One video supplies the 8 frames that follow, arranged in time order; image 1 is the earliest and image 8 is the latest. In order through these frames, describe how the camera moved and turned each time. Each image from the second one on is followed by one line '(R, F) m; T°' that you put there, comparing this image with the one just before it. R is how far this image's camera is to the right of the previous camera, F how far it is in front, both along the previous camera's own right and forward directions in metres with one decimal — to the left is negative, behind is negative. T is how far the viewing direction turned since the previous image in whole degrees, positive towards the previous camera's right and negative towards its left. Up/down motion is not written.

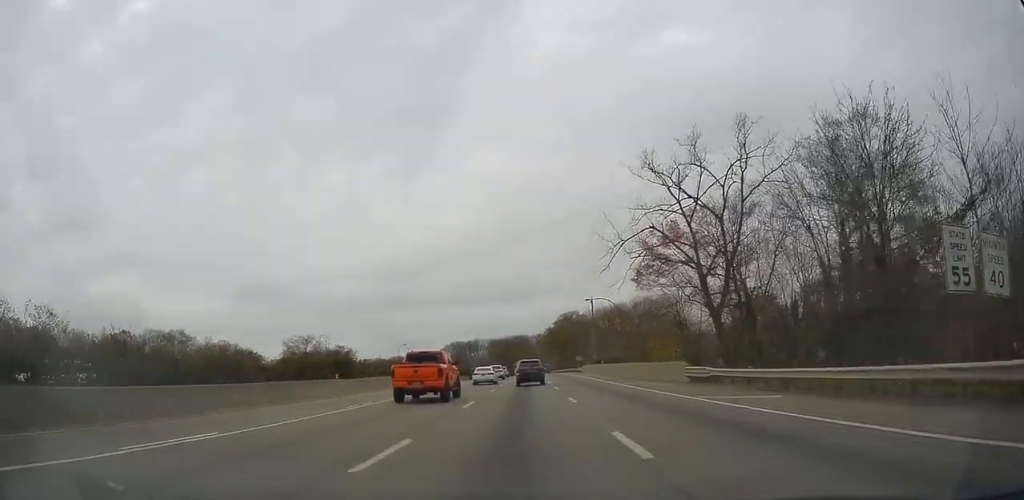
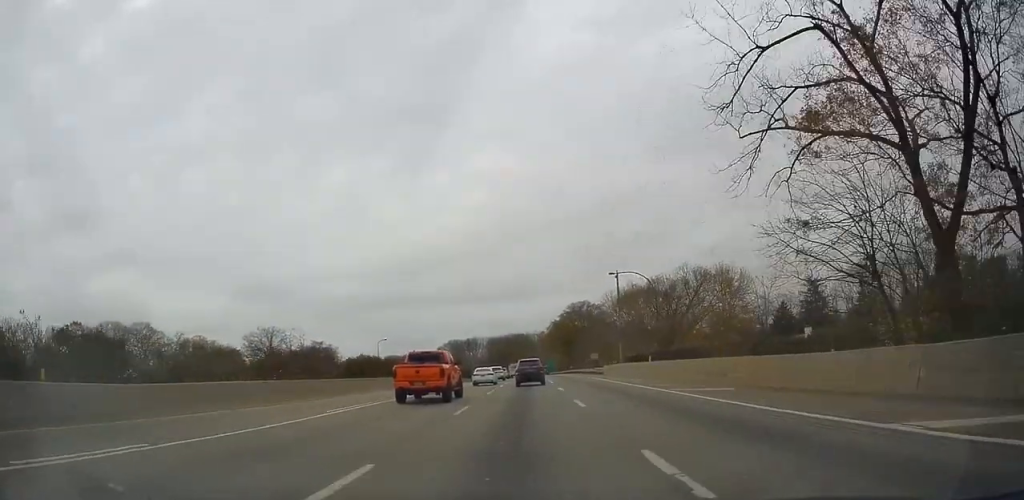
(0.0, +26.7) m; 0°
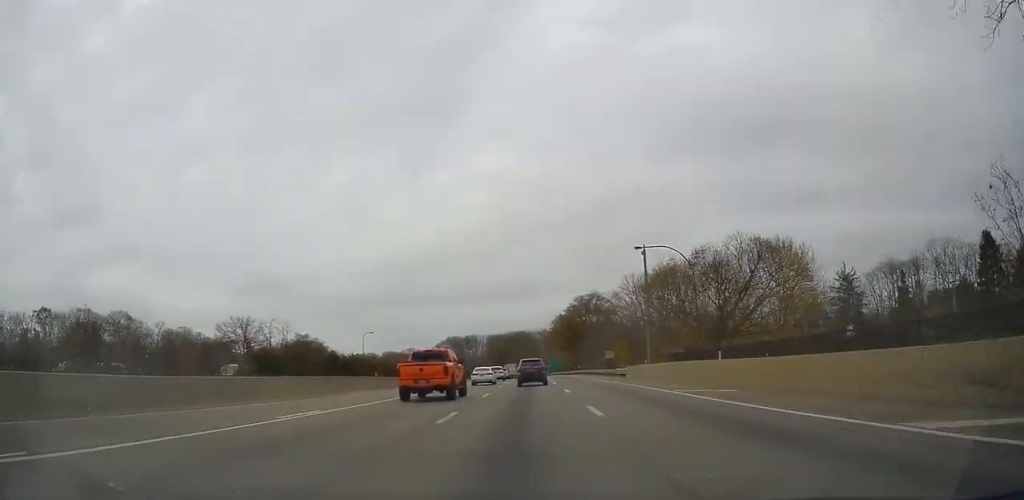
(0.0, +15.6) m; 0°
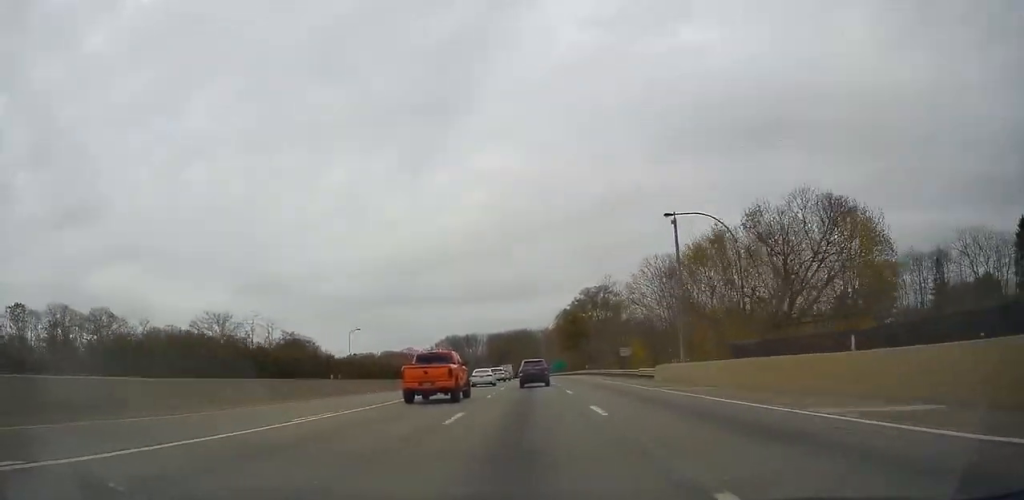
(0.0, +12.0) m; 0°
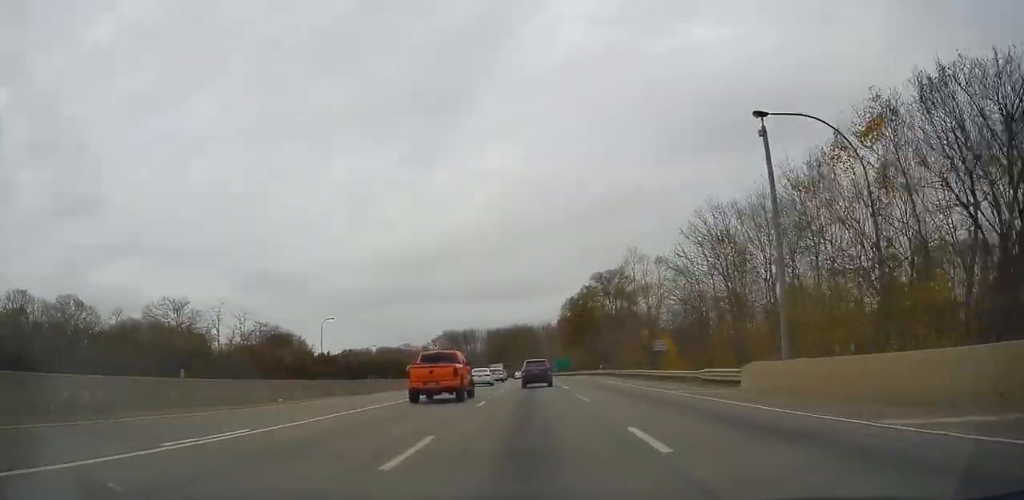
(0.0, +18.4) m; 0°
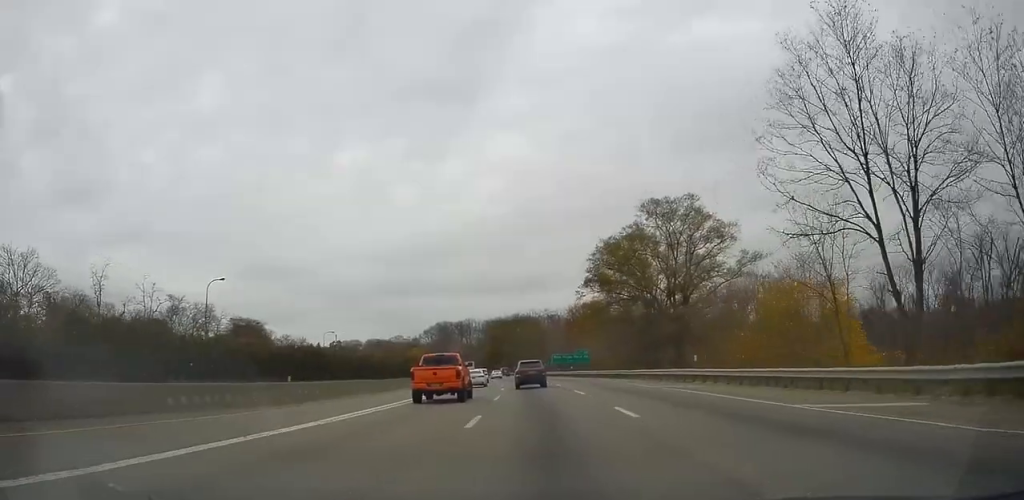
(0.0, +44.0) m; -1°
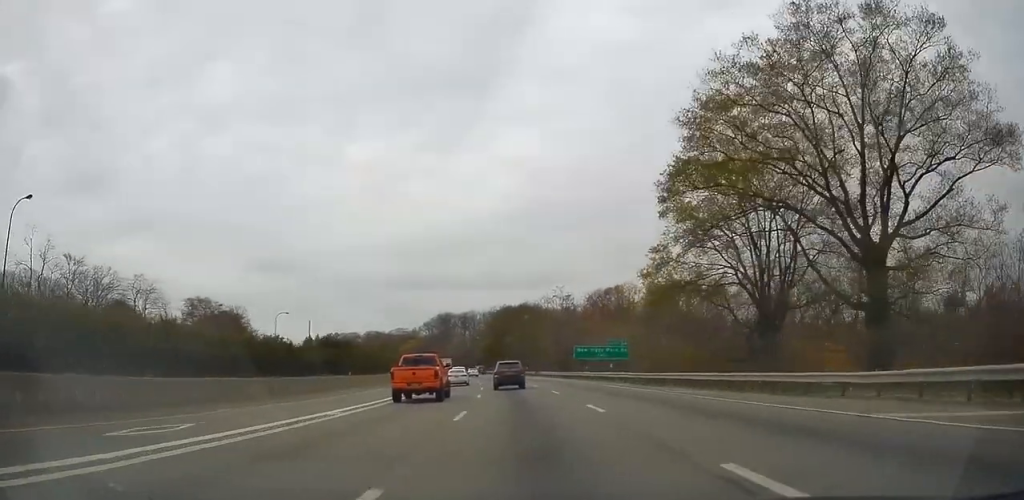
(-0.6, +34.3) m; 0°
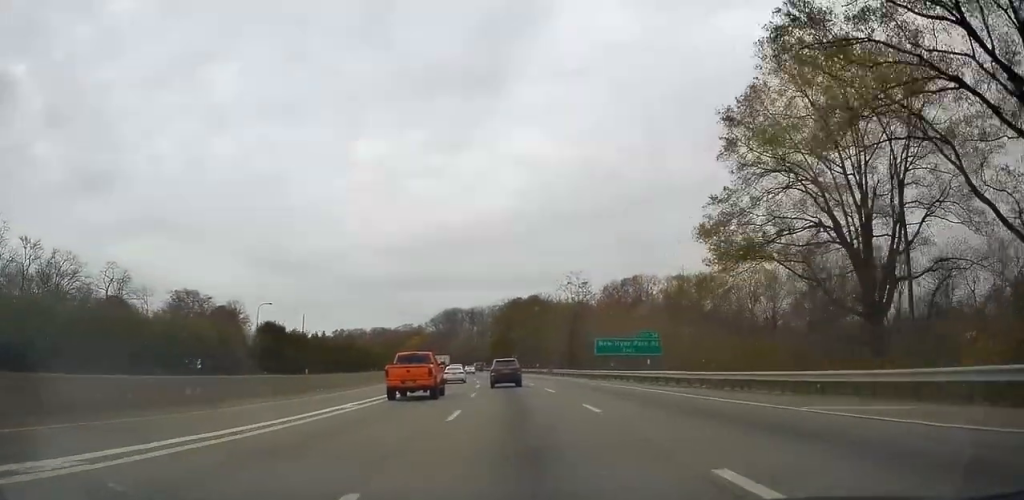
(+0.2, +12.1) m; 0°
